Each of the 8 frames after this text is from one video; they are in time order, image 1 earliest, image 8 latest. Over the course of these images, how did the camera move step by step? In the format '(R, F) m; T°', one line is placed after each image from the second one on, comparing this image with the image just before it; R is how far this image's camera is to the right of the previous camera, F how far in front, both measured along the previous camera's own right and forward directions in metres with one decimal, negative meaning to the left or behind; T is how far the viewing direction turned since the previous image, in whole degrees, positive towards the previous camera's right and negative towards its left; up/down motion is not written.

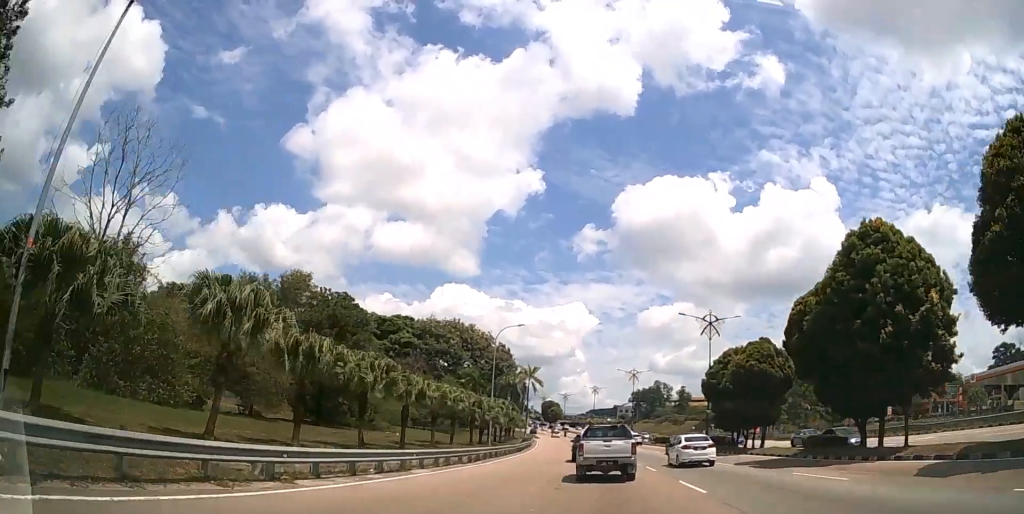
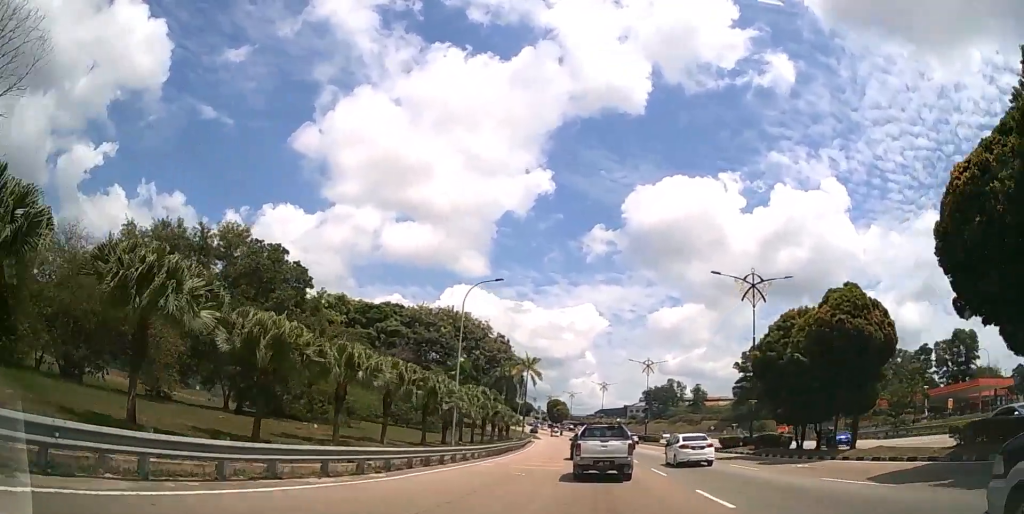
(-0.1, +13.4) m; -1°
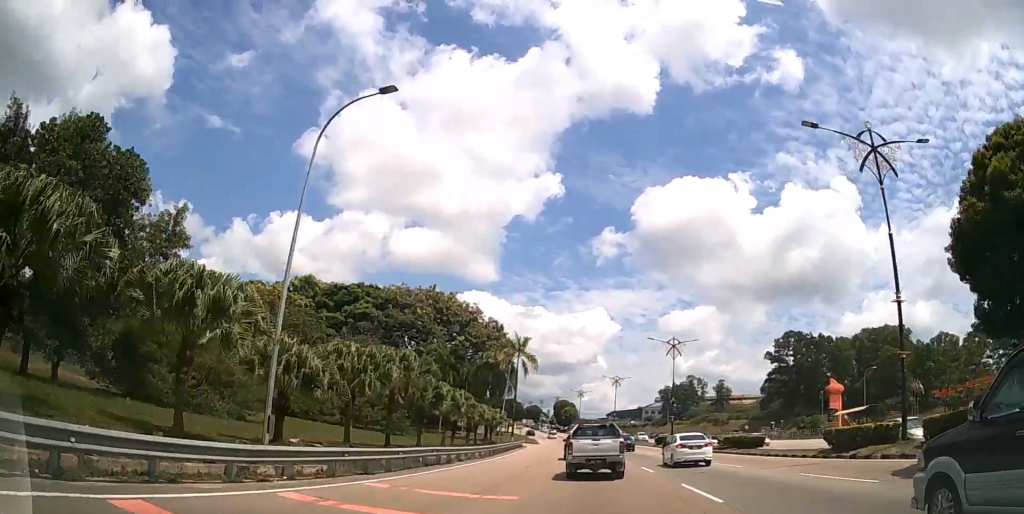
(-0.3, +20.1) m; -2°
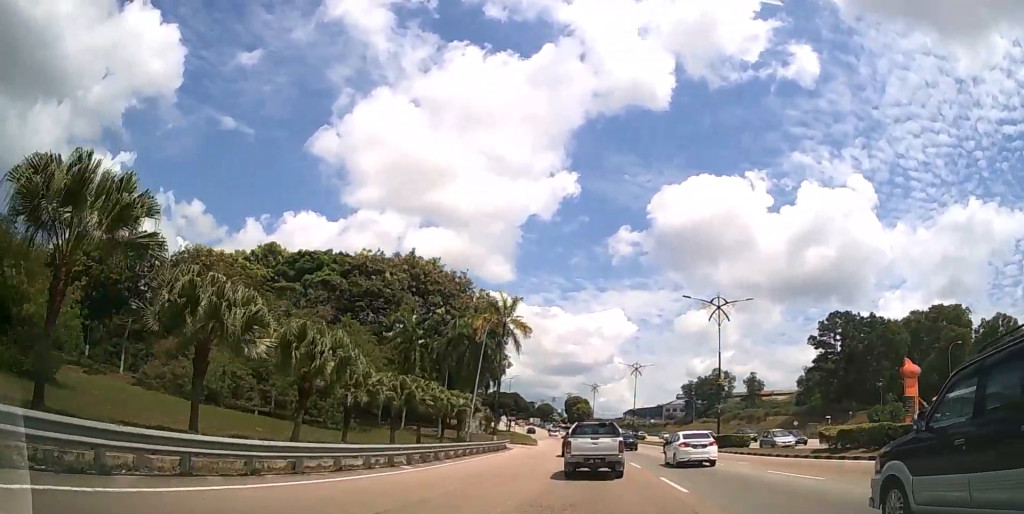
(-0.3, +19.2) m; -1°
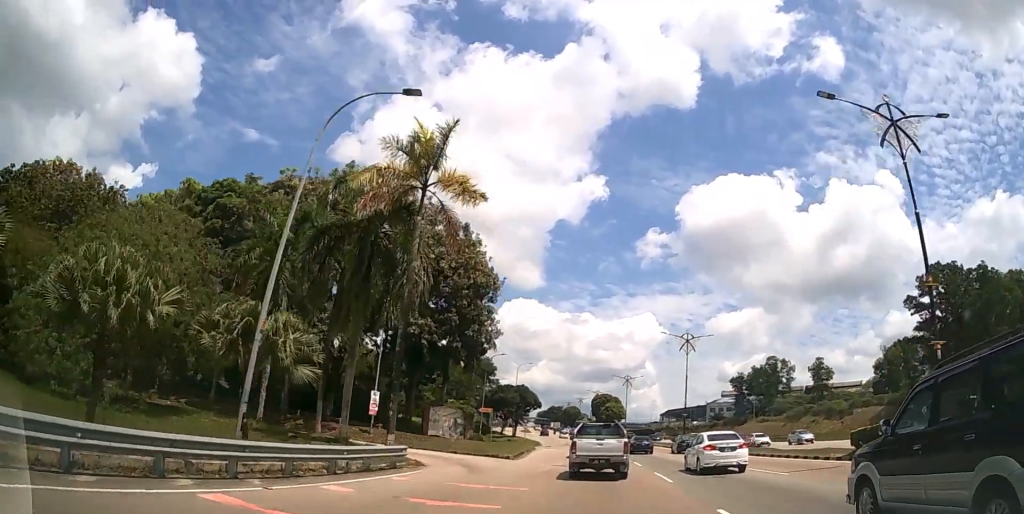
(-0.6, +29.1) m; -3°
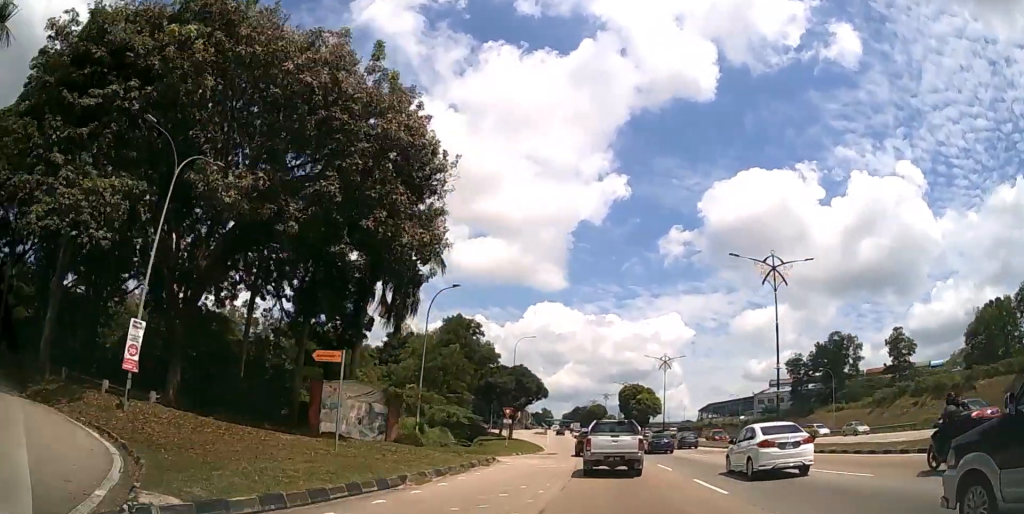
(-0.9, +25.9) m; -3°
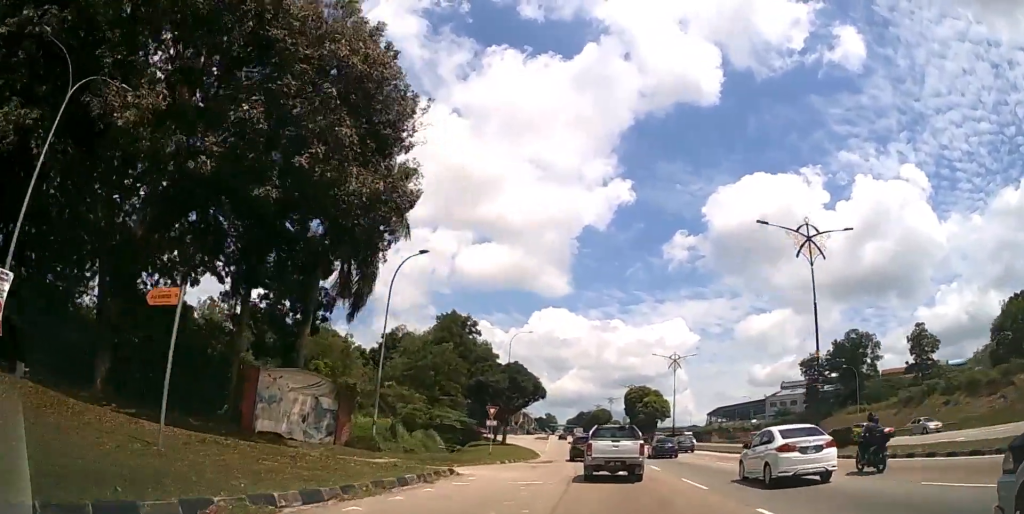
(0.0, +7.0) m; -1°
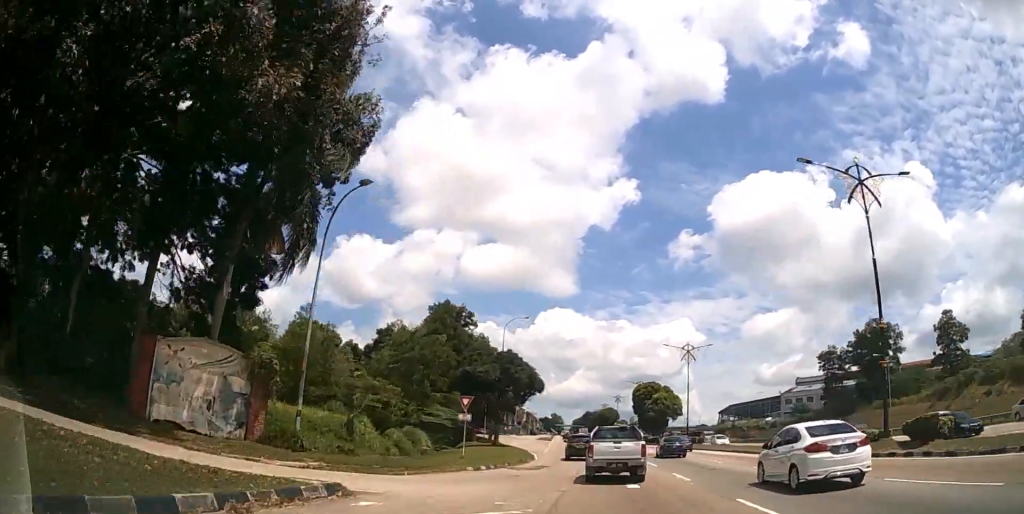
(0.0, +7.2) m; -1°
